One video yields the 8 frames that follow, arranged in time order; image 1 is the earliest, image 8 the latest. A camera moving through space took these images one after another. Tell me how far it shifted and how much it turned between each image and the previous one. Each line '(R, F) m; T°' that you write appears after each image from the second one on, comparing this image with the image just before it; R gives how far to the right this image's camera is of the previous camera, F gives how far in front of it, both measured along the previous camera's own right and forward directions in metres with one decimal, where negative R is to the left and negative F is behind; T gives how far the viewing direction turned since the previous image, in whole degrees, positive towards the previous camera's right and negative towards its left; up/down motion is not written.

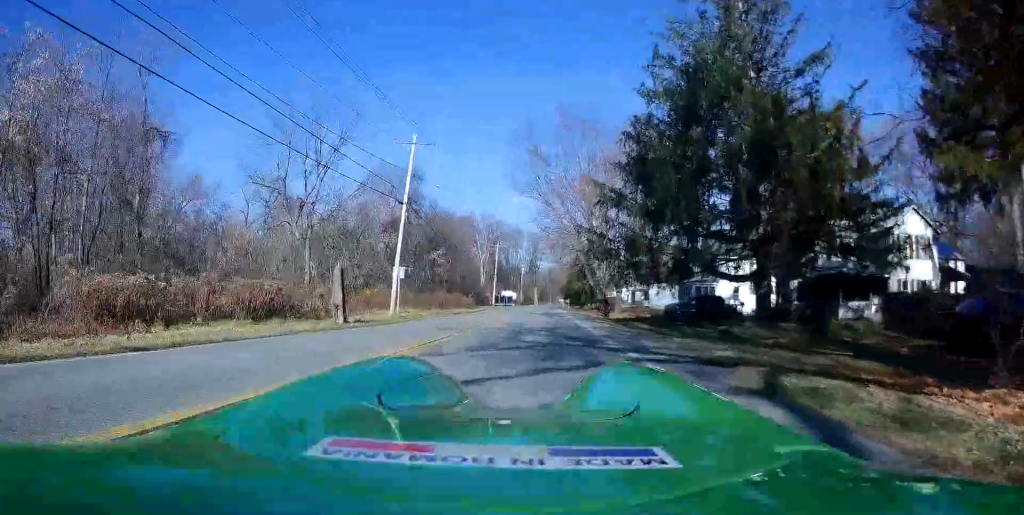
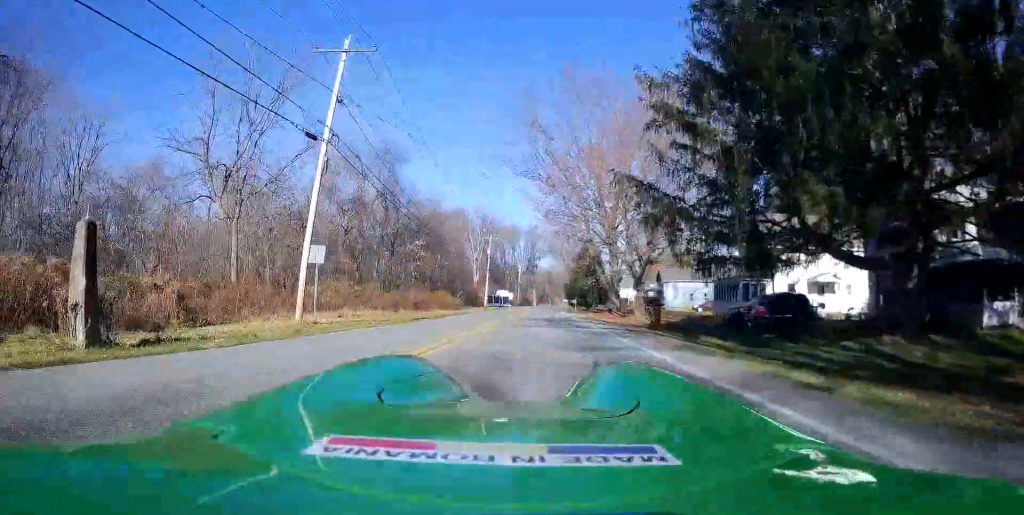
(+0.2, +13.4) m; +3°
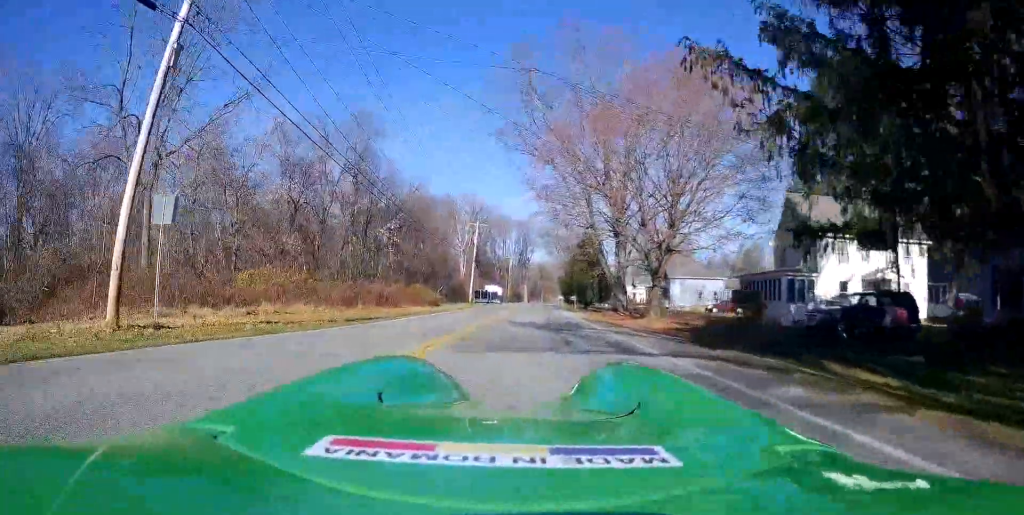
(0.0, +10.2) m; -3°
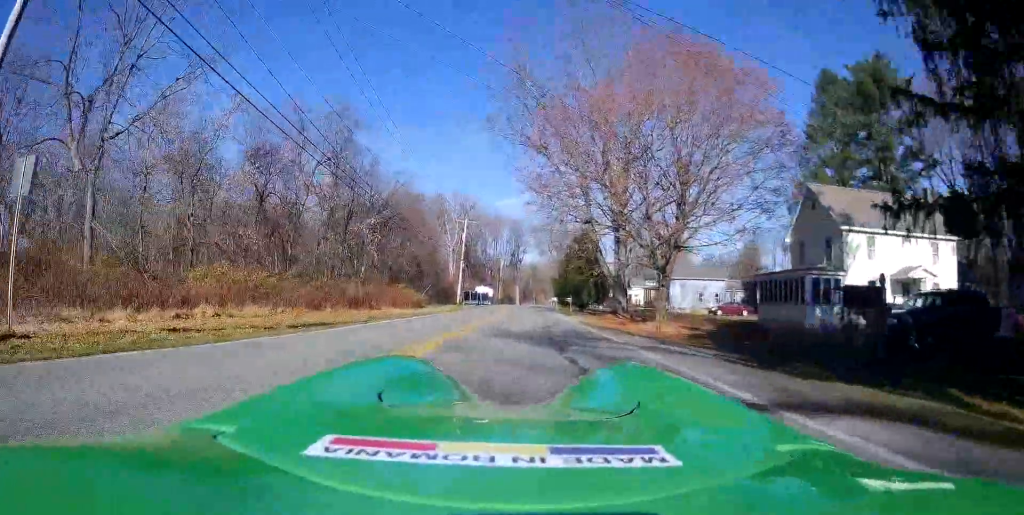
(-0.2, +4.2) m; -1°
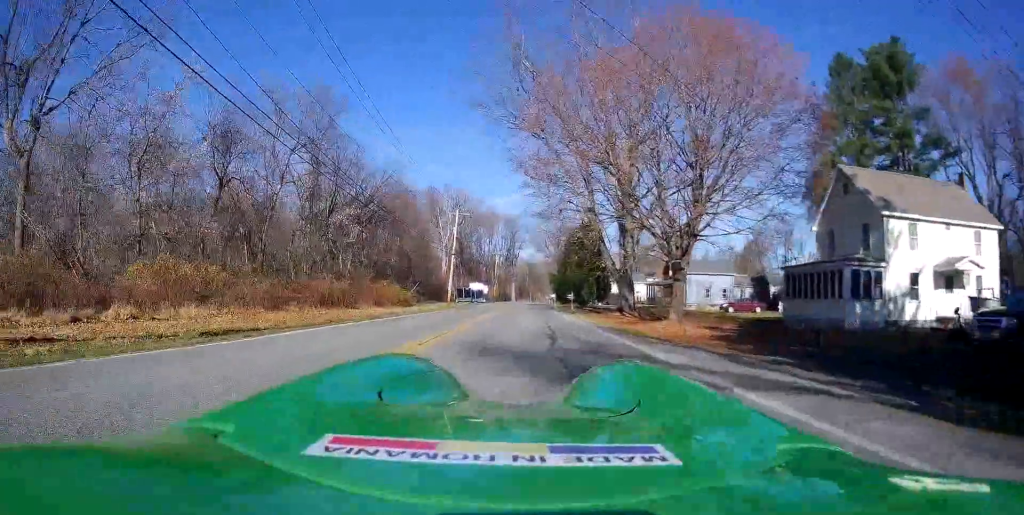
(-0.1, +4.2) m; -1°
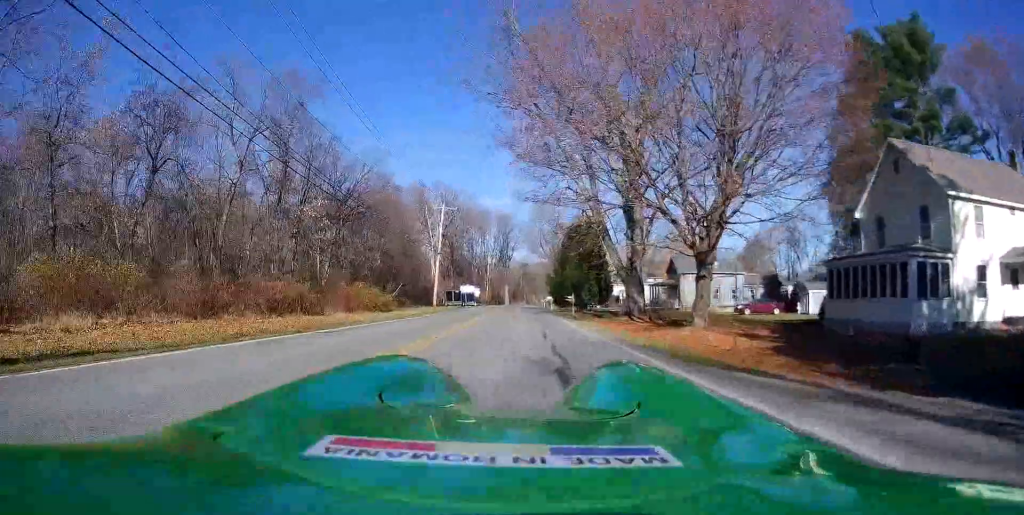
(0.0, +5.7) m; +3°
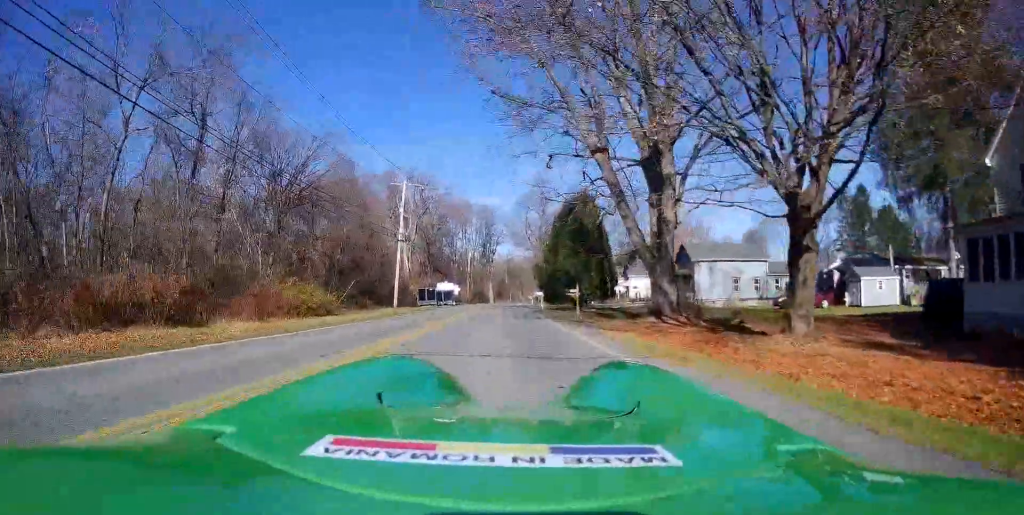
(+0.8, +11.9) m; +4°
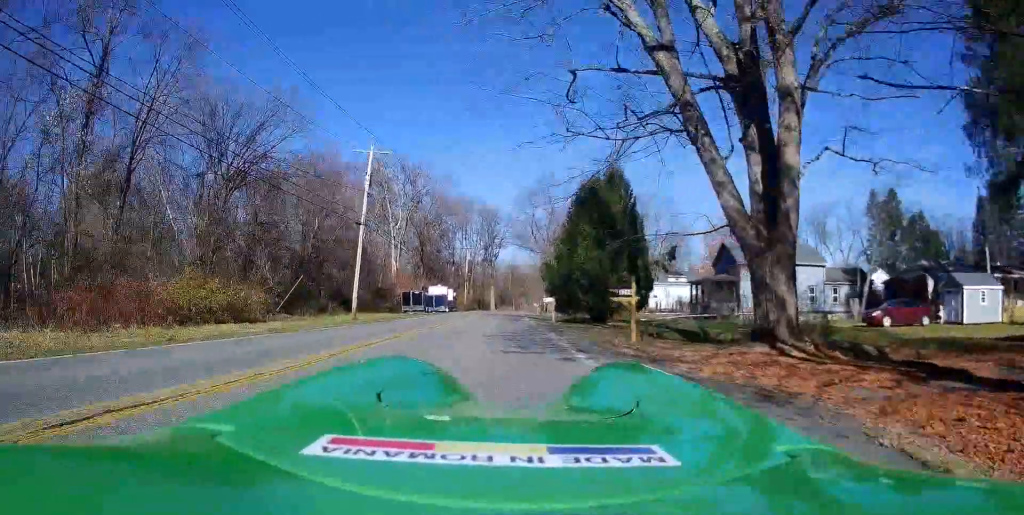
(-0.3, +11.4) m; -2°
